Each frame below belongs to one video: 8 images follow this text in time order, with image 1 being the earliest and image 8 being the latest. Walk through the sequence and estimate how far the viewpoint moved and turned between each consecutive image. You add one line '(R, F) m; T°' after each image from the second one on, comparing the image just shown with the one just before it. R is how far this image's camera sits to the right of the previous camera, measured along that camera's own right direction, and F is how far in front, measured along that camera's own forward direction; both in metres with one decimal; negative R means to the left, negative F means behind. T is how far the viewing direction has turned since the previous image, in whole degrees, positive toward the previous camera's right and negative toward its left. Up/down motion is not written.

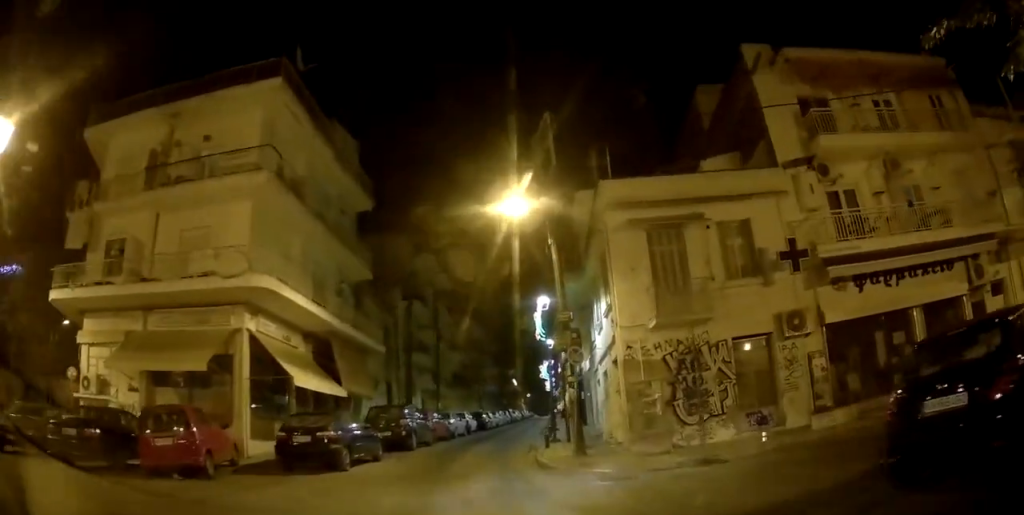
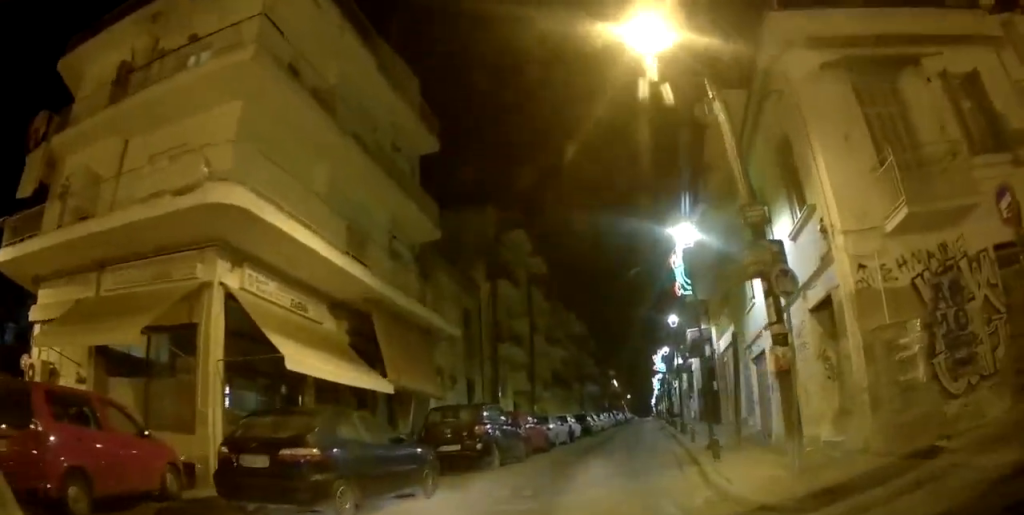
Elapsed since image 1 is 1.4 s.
(-0.4, +6.4) m; -10°
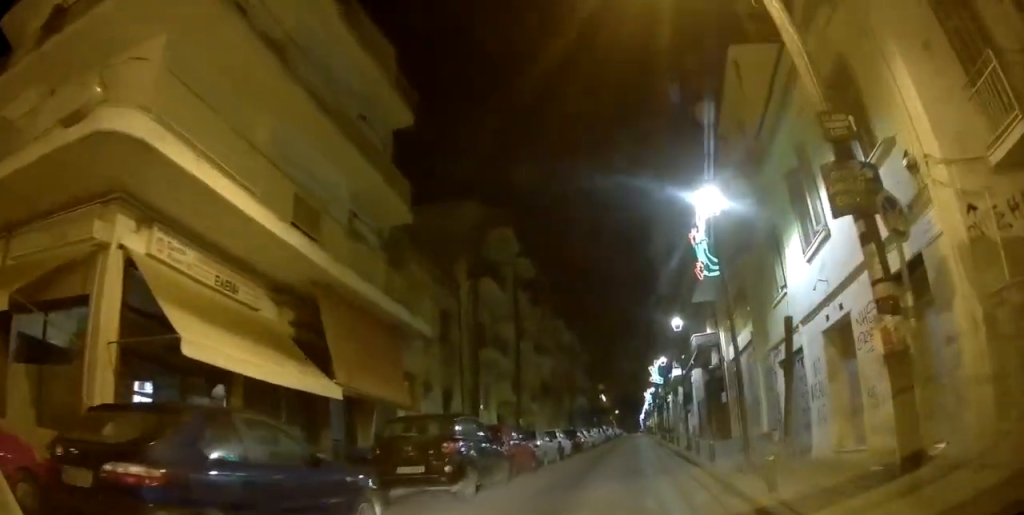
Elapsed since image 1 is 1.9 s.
(-0.3, +2.4) m; -2°
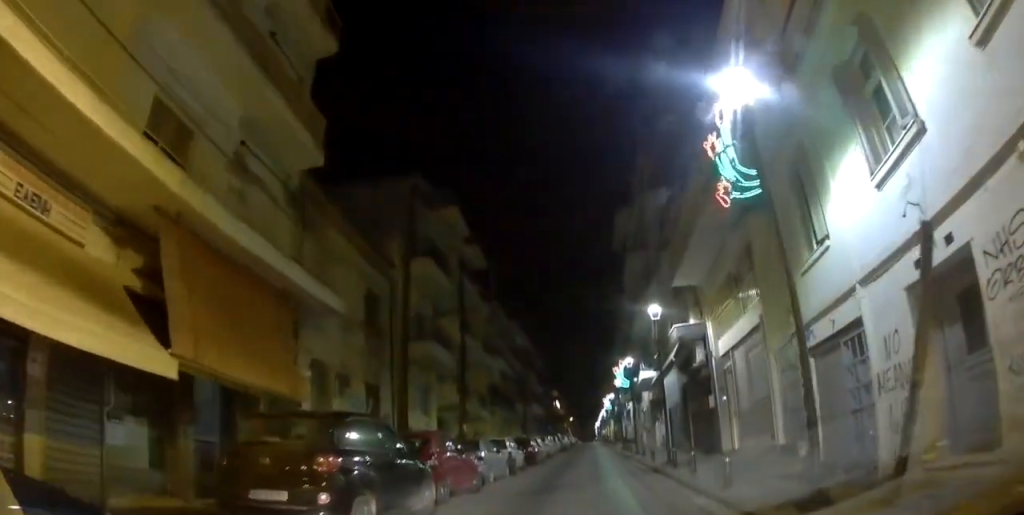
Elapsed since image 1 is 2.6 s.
(0.0, +3.5) m; +2°
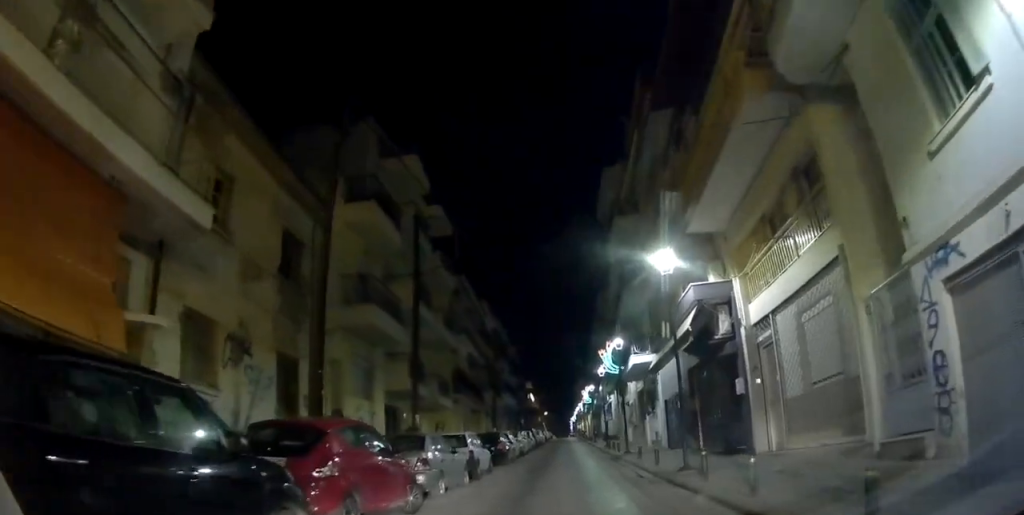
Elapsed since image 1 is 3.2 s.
(+0.1, +4.0) m; +4°
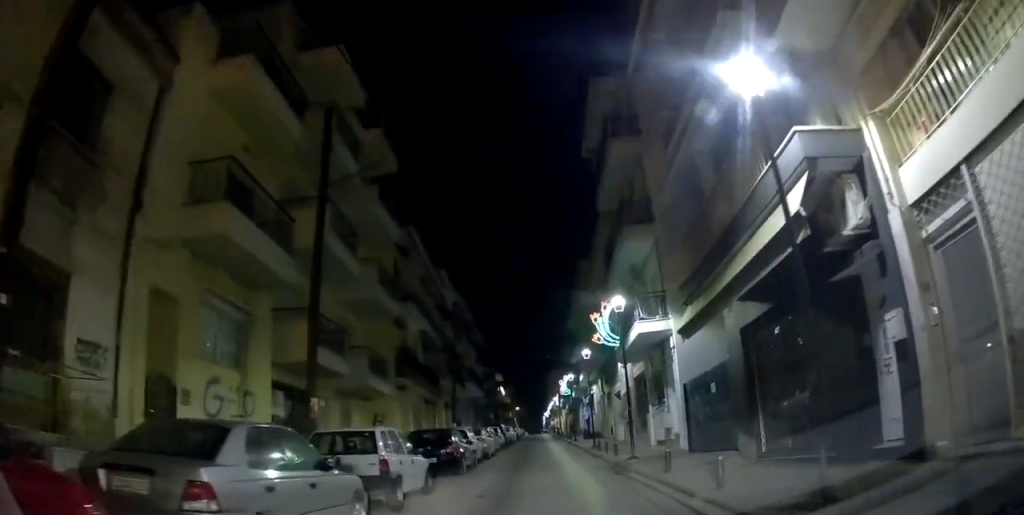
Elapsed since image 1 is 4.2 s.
(+0.4, +6.3) m; +2°
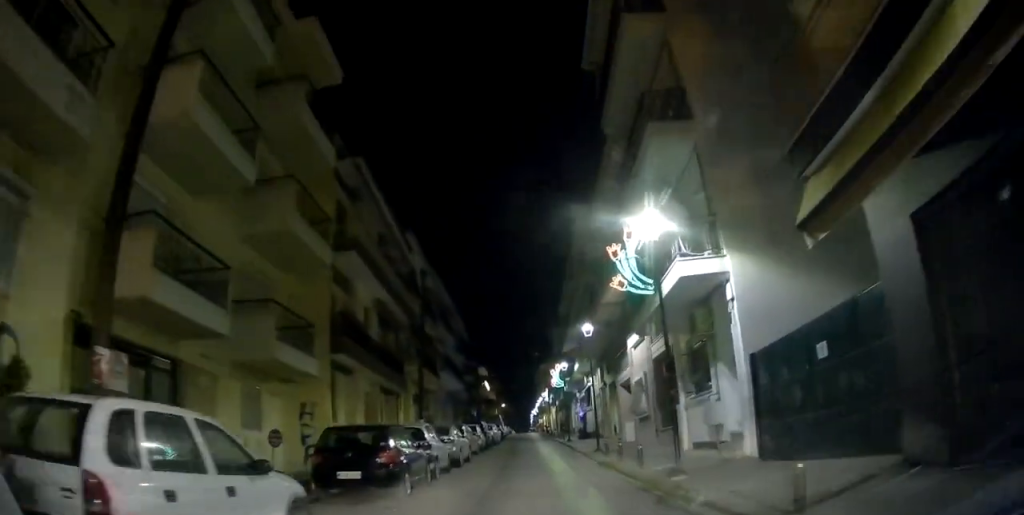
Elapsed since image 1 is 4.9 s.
(-0.2, +5.6) m; +1°
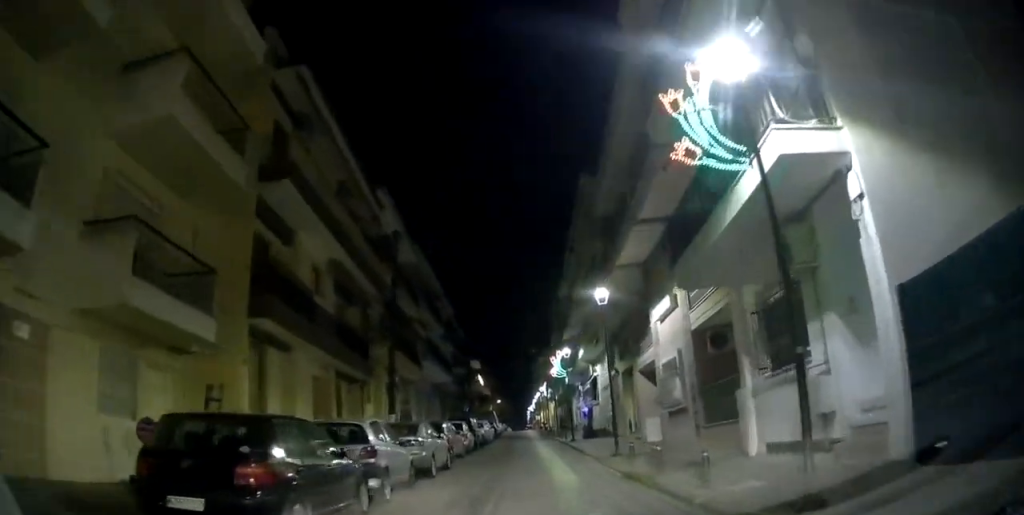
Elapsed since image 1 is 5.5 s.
(+0.1, +4.5) m; 0°
